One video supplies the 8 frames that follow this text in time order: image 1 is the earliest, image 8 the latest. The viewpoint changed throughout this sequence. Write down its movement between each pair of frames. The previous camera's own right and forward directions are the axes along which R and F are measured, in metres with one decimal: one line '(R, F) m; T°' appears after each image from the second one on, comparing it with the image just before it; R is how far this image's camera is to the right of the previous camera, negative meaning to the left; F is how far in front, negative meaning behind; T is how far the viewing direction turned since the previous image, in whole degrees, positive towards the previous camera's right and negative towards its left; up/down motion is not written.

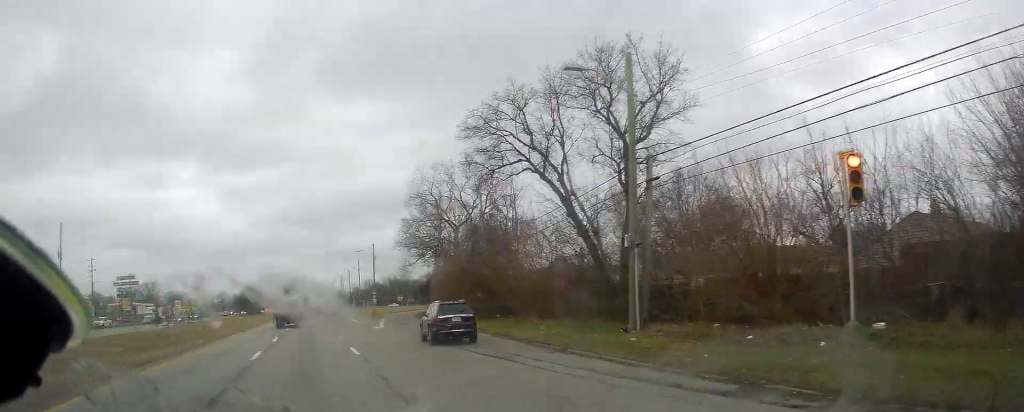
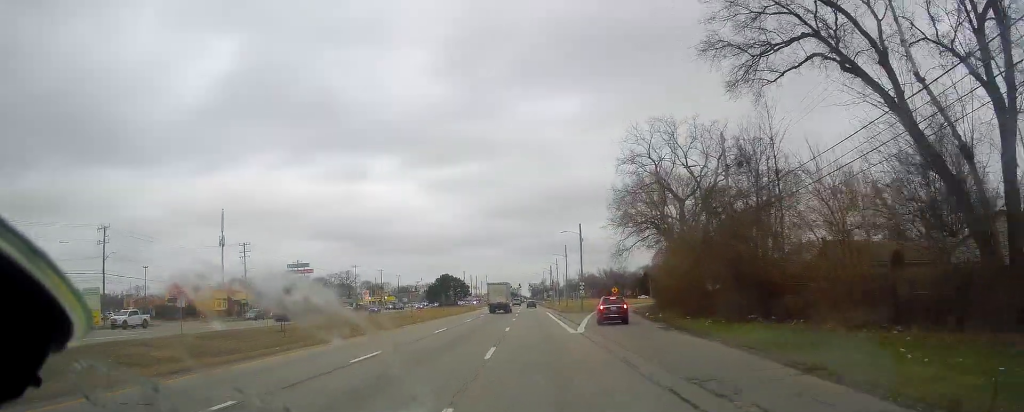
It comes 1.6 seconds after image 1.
(-2.5, +11.9) m; -21°
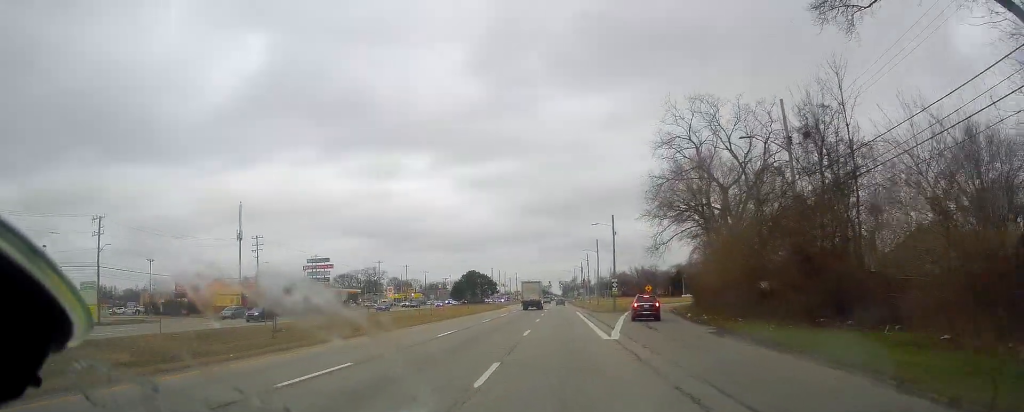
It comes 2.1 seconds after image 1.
(-0.2, +5.1) m; -4°
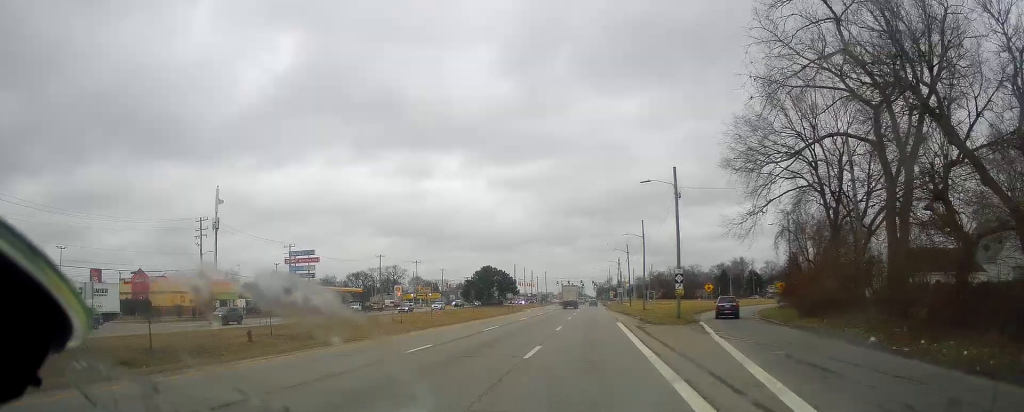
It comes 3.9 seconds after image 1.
(-2.9, +24.3) m; -9°
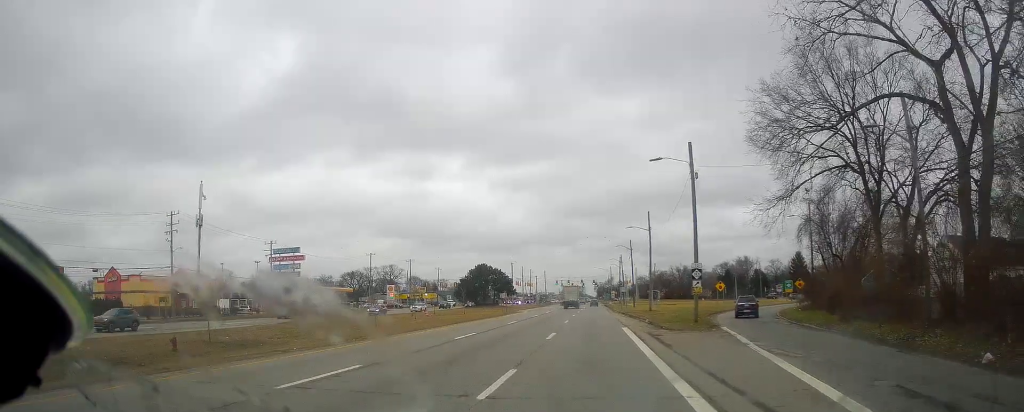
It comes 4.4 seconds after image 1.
(-0.3, +6.6) m; 0°
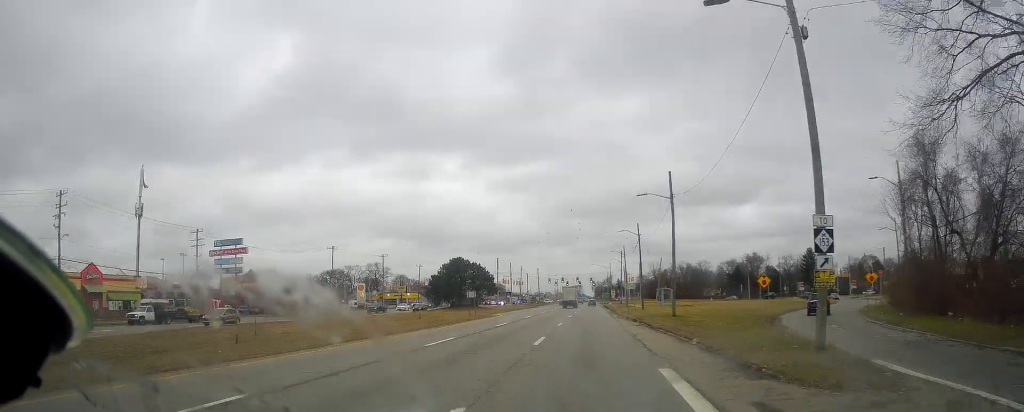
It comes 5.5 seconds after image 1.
(+0.7, +20.4) m; 0°
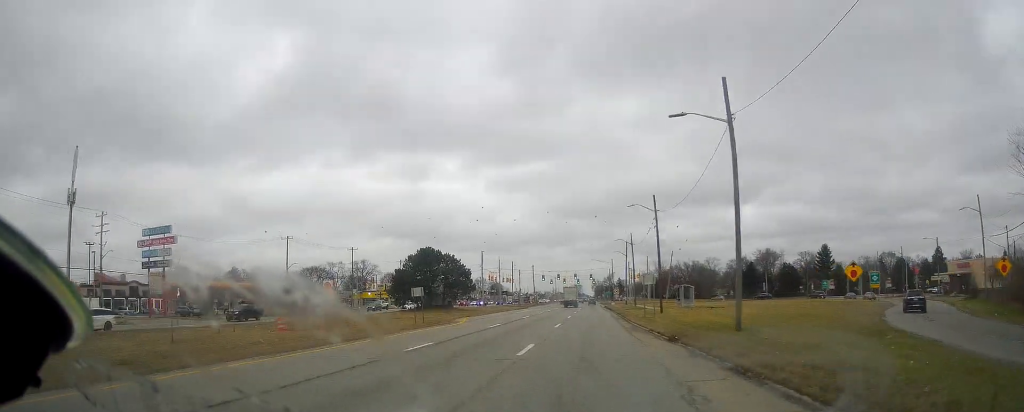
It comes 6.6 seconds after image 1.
(-0.4, +19.9) m; 0°
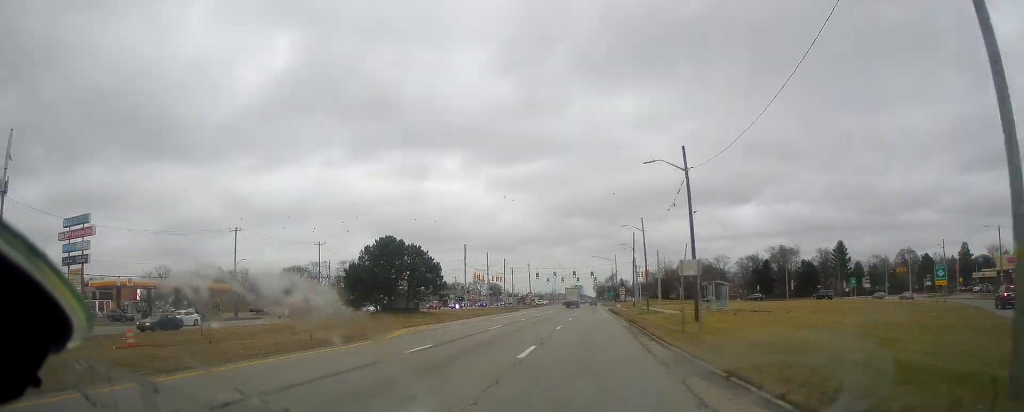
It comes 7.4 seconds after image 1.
(+0.5, +17.4) m; +1°
